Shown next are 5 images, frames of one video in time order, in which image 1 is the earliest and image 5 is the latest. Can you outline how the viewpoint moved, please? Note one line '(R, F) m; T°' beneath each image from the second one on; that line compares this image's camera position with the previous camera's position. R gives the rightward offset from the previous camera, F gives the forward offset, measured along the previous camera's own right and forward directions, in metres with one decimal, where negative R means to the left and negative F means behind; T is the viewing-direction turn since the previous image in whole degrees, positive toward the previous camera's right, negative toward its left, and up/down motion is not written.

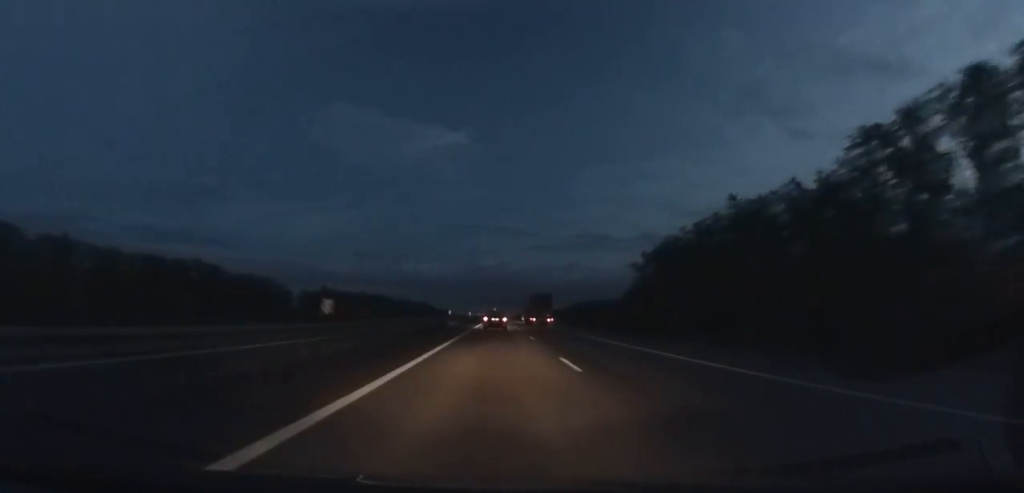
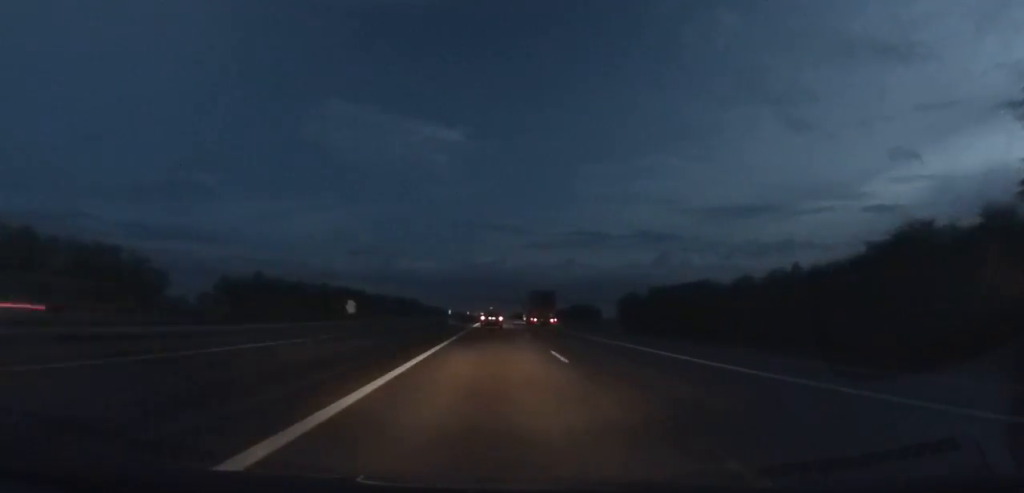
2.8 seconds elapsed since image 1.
(+0.4, +80.9) m; 0°
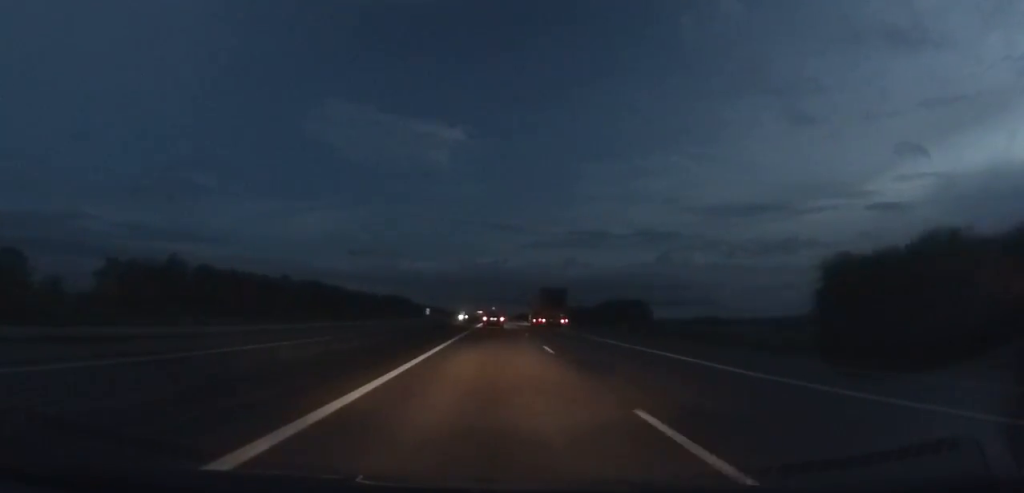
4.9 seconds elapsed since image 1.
(+0.2, +59.9) m; 0°
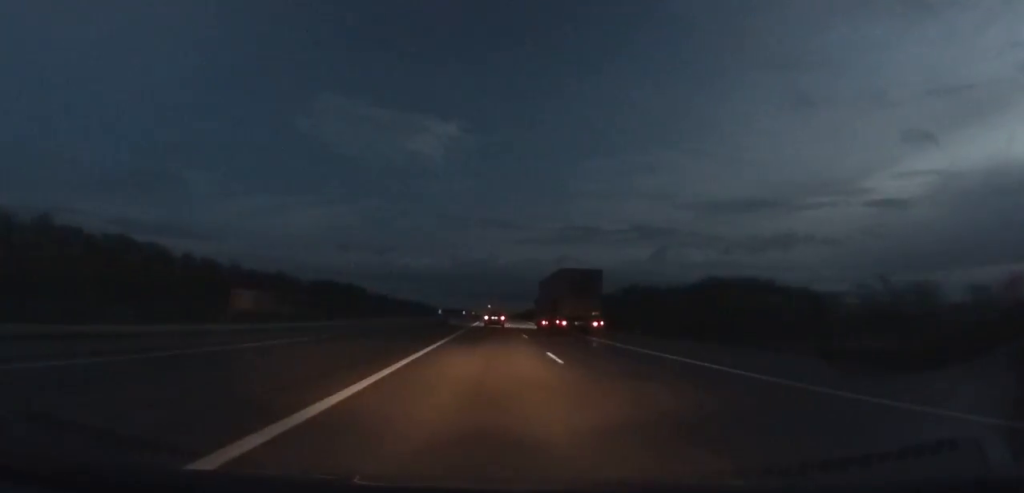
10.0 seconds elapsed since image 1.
(-0.3, +150.5) m; 0°
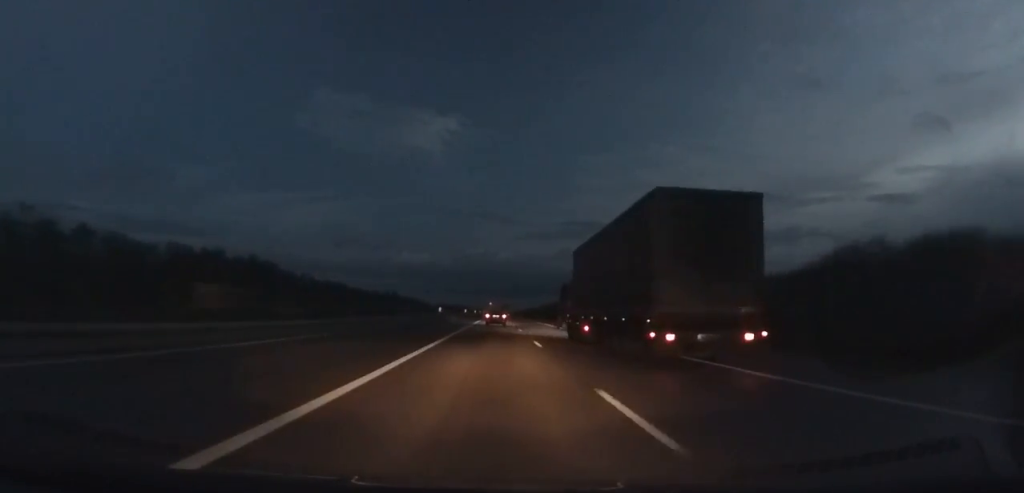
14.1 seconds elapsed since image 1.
(-0.2, +115.8) m; 0°
